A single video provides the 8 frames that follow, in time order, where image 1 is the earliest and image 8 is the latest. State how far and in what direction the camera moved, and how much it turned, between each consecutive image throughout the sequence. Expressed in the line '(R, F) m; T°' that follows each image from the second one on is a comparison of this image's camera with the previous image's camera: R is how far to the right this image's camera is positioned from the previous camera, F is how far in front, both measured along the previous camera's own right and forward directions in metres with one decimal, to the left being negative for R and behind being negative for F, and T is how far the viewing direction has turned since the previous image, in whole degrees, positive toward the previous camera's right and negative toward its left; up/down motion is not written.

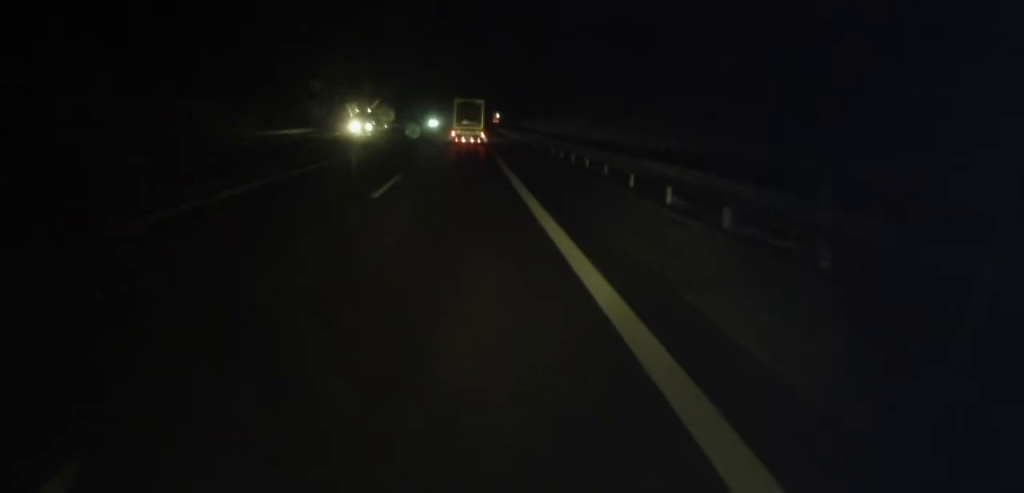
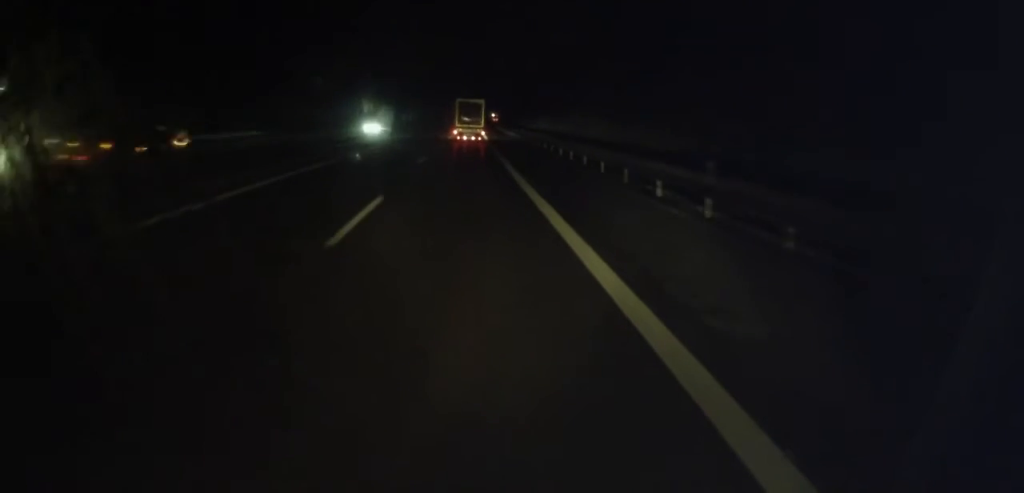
(-0.9, +42.6) m; -1°
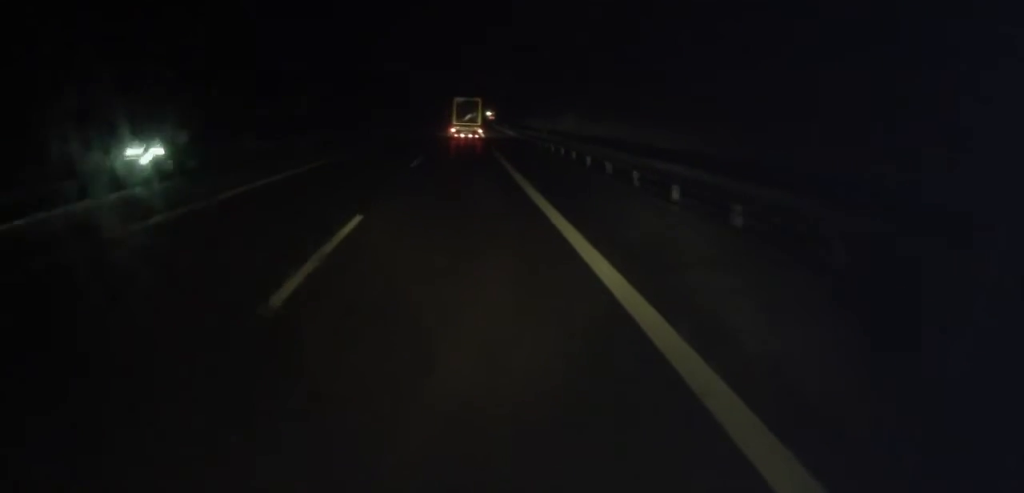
(+0.4, +21.5) m; +2°
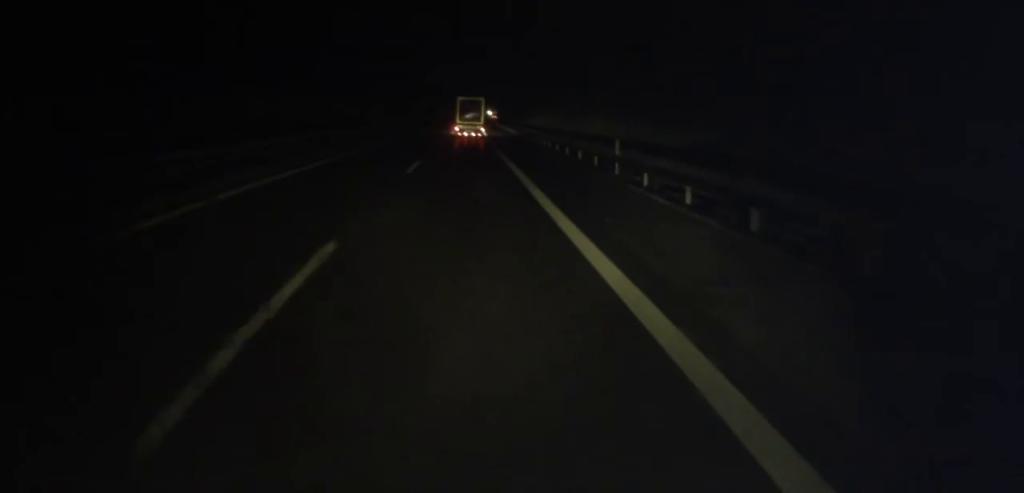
(+0.5, +20.7) m; +1°
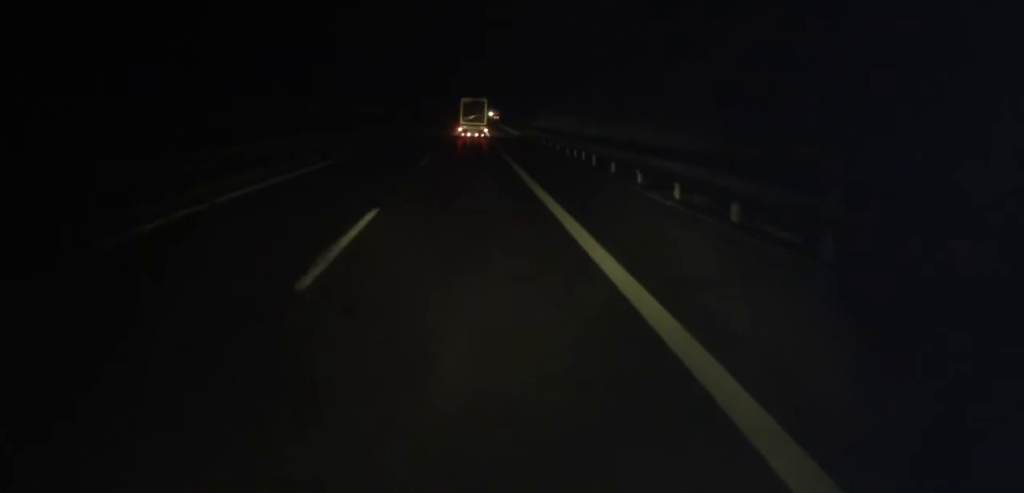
(0.0, +14.6) m; 0°
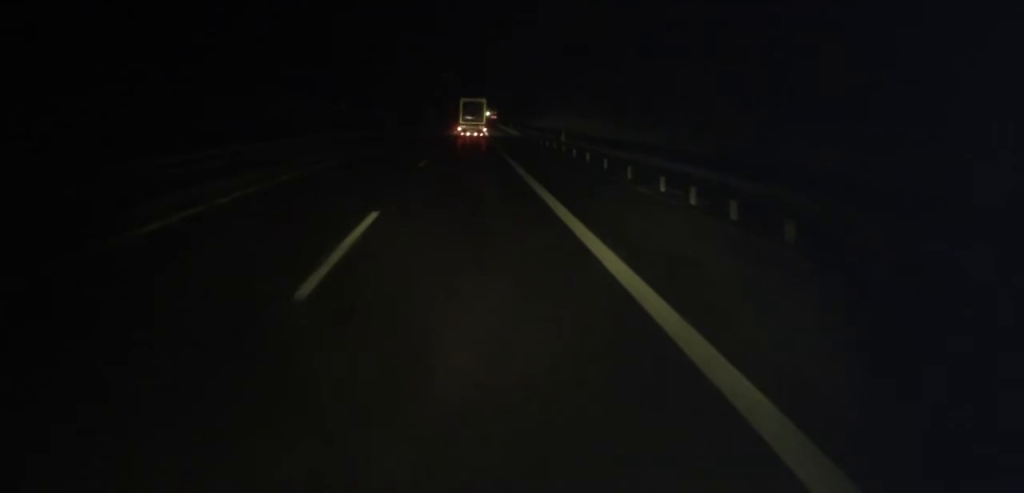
(-0.3, +18.5) m; 0°
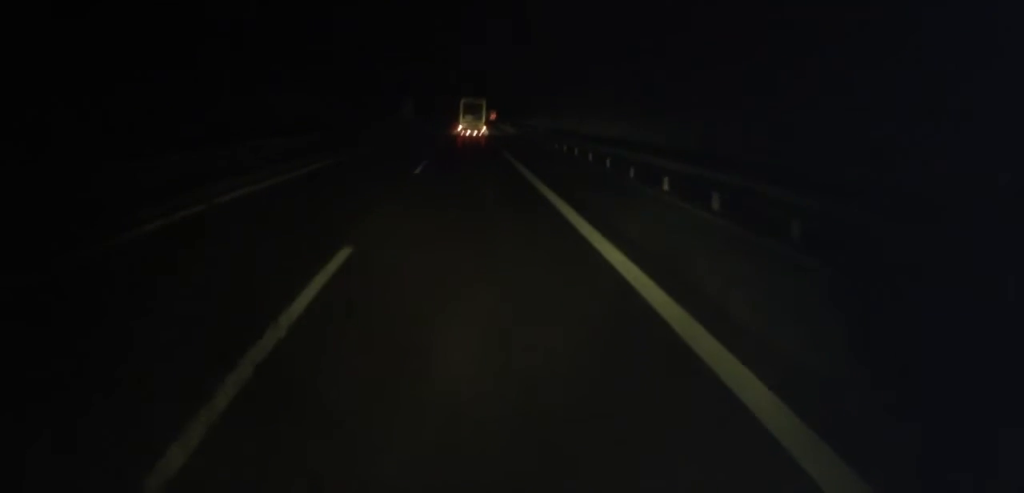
(0.0, +40.0) m; 0°
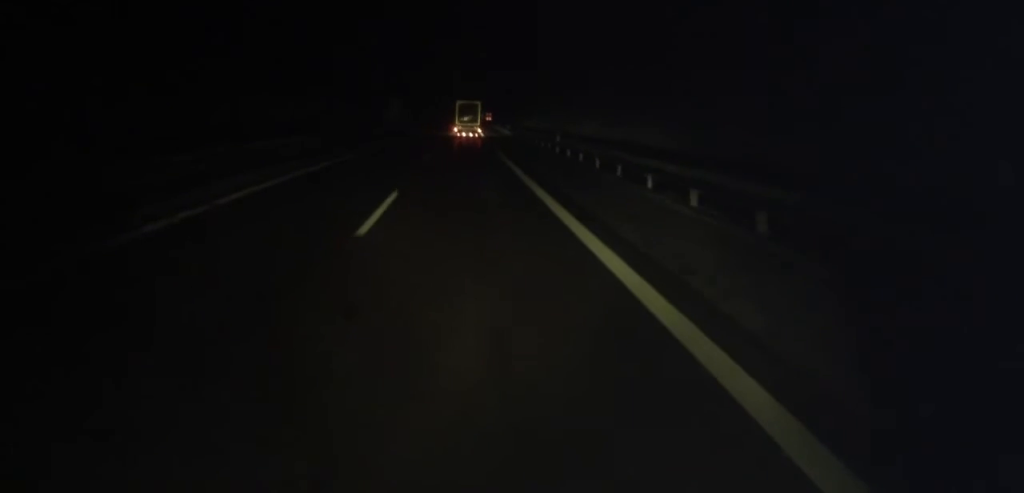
(+0.1, +10.7) m; 0°
